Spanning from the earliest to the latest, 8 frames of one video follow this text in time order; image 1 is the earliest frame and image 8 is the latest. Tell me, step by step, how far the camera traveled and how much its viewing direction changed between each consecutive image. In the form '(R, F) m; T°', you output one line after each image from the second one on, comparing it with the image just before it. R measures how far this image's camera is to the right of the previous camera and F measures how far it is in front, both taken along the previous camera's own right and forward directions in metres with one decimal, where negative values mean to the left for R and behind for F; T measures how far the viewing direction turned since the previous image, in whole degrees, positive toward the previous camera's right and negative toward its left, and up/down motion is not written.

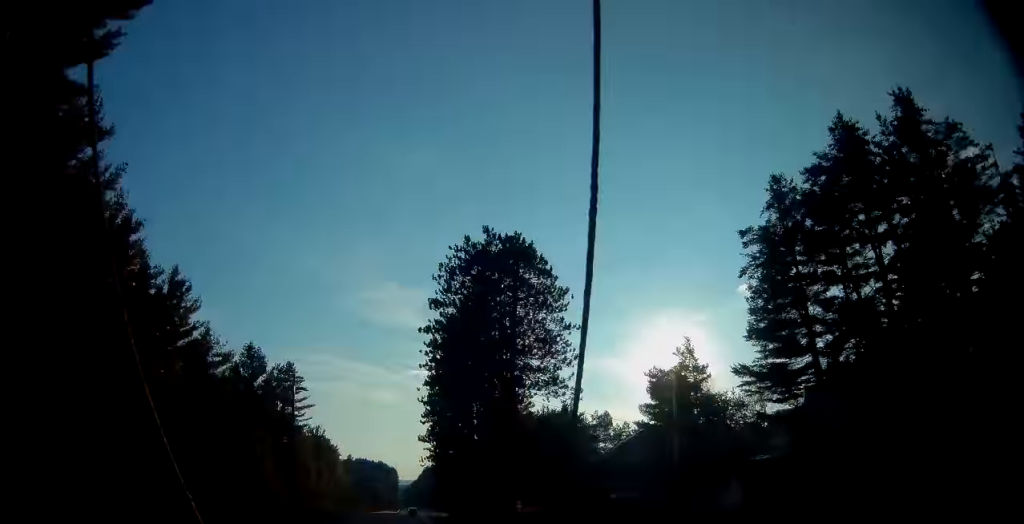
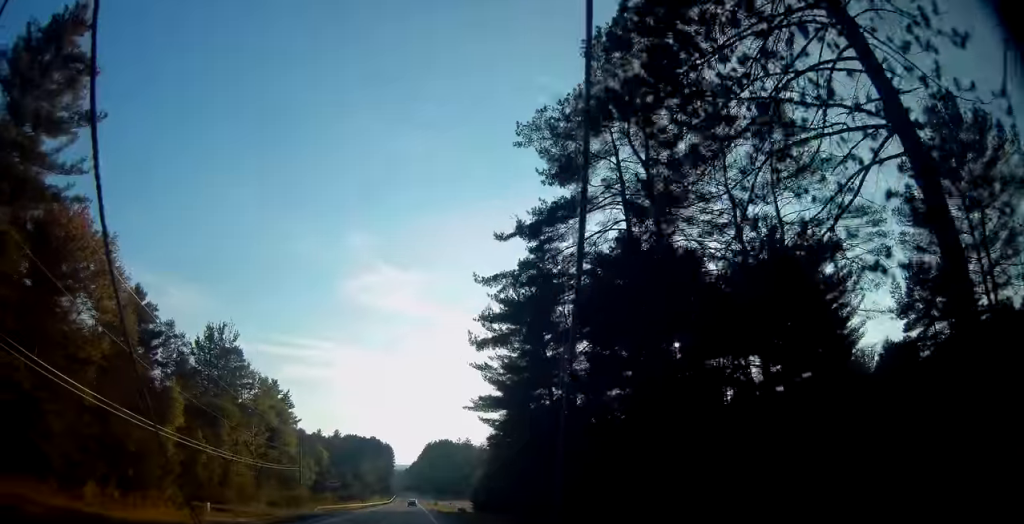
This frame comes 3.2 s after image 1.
(-0.3, +74.5) m; 0°
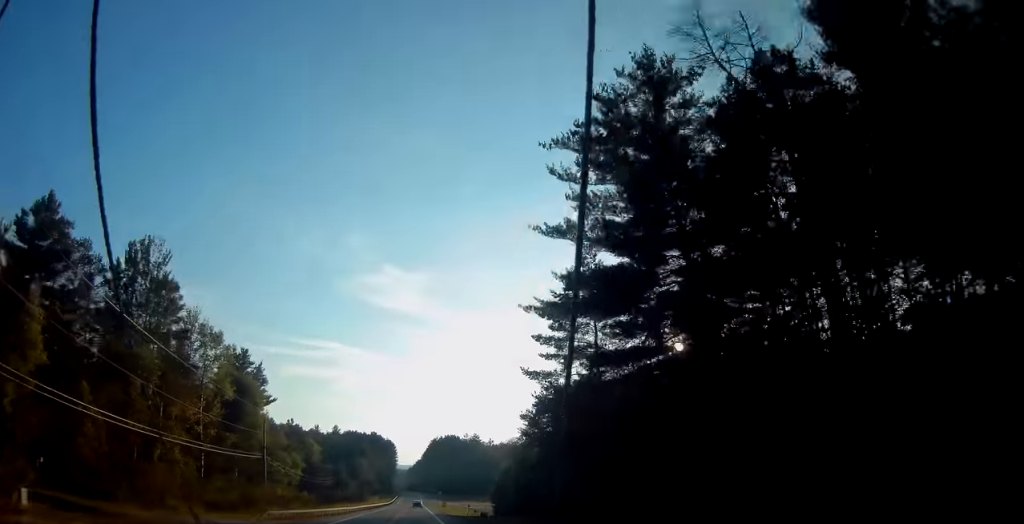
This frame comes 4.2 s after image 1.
(-0.1, +24.0) m; +1°
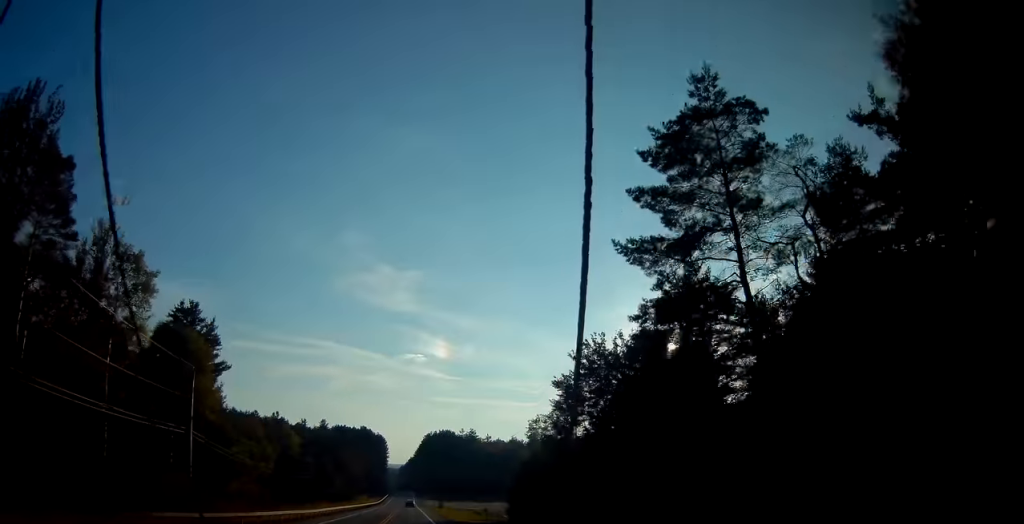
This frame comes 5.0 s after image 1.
(+0.2, +20.9) m; 0°
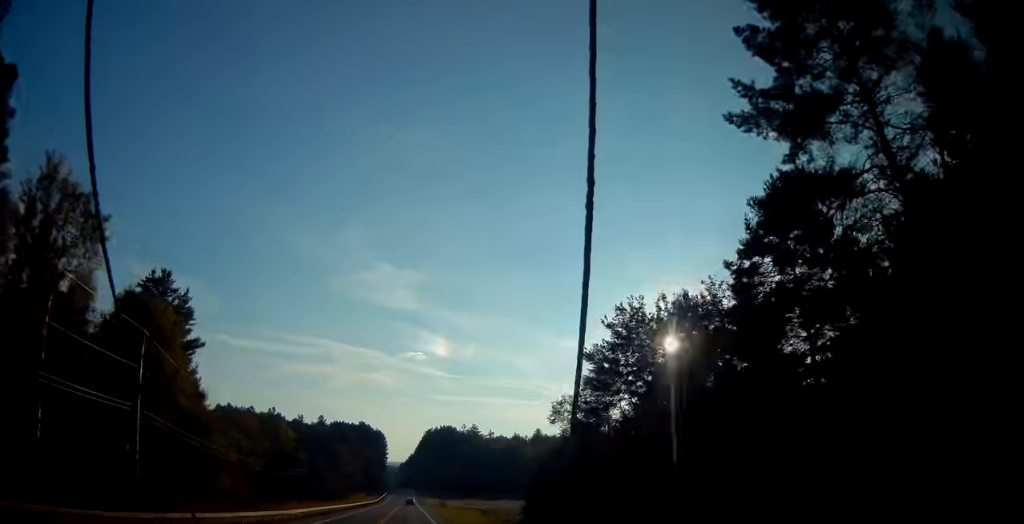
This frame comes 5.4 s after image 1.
(0.0, +9.7) m; 0°
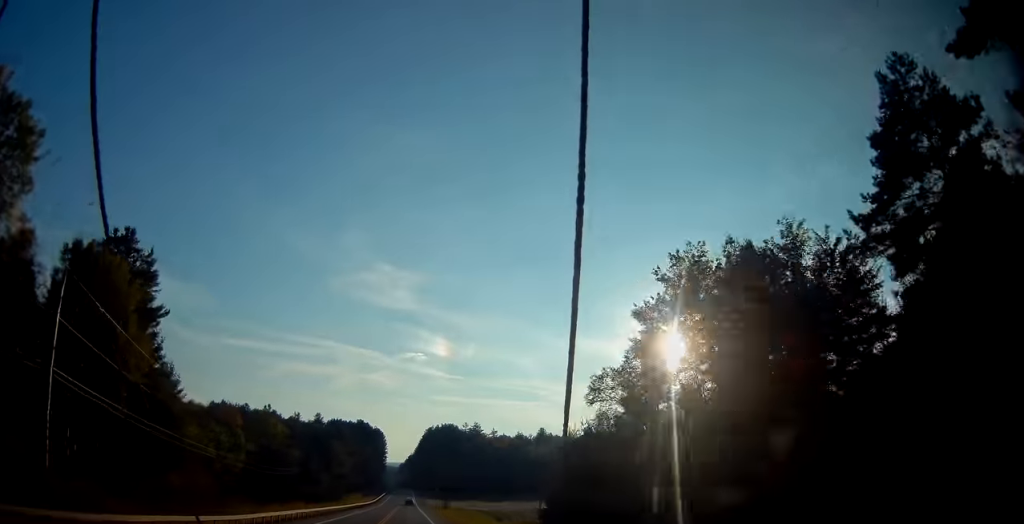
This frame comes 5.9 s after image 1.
(-0.2, +10.5) m; 0°
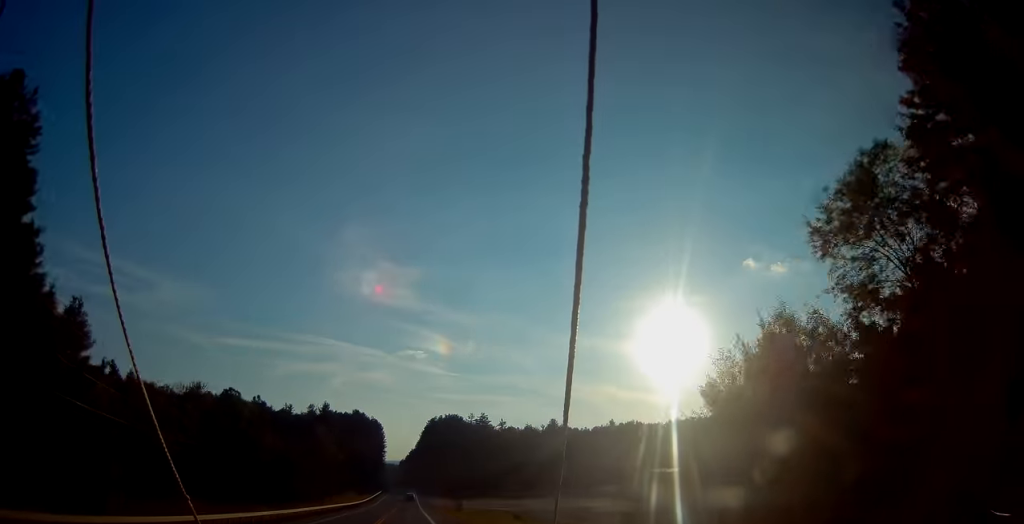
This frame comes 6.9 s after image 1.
(-0.1, +24.3) m; 0°
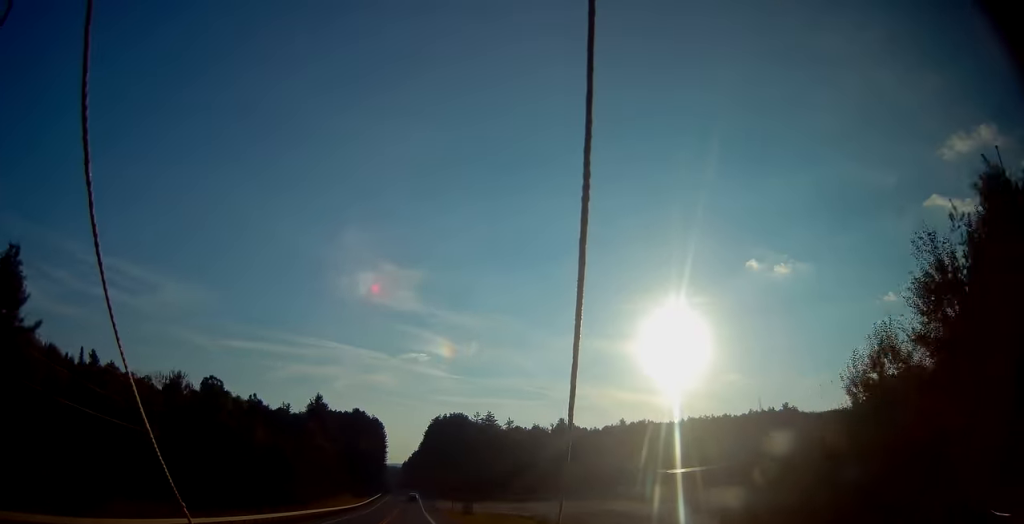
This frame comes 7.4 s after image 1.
(0.0, +12.2) m; 0°
